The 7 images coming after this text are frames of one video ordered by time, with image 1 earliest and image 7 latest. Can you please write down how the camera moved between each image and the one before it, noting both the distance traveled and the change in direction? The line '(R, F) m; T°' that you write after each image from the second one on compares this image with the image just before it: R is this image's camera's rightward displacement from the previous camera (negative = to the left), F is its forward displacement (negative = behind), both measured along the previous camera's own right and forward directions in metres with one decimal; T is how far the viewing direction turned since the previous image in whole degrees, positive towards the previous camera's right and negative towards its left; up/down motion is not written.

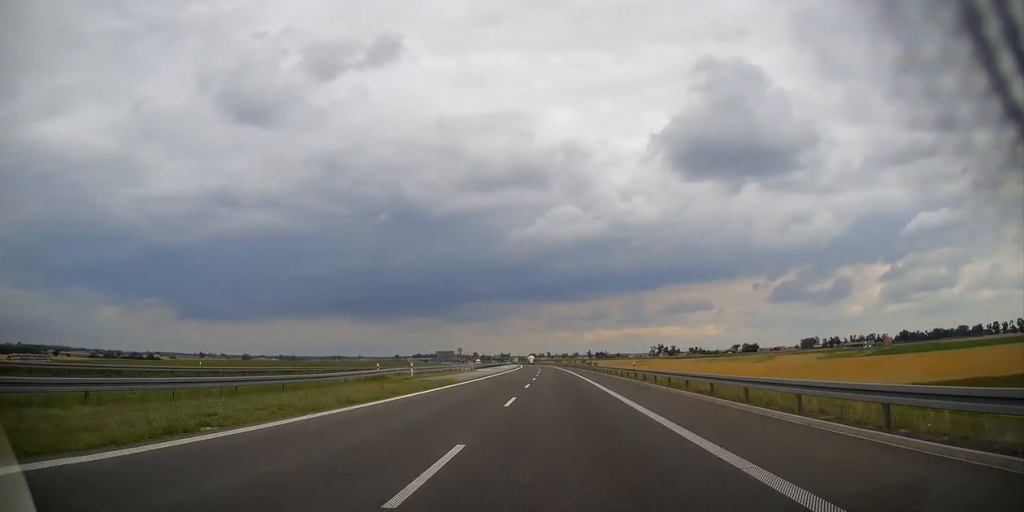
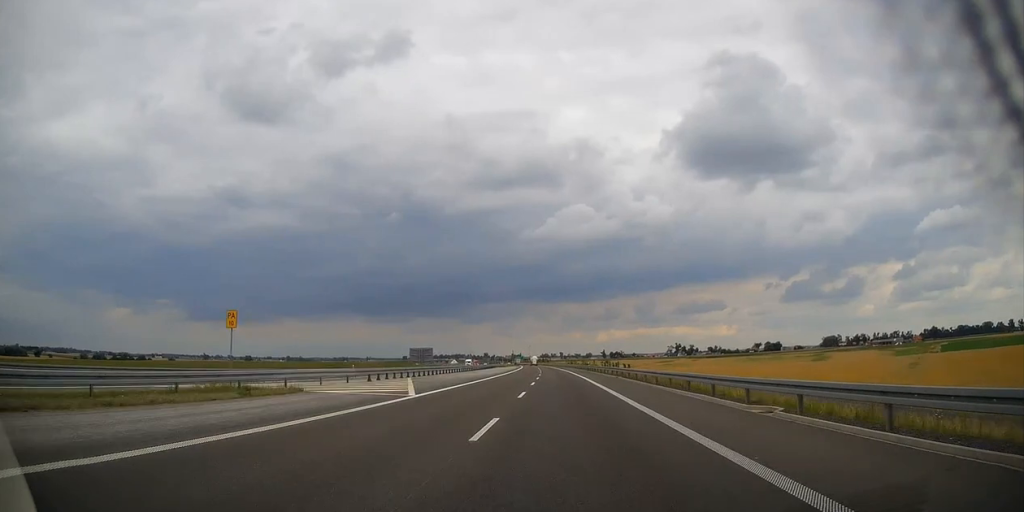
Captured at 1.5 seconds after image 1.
(-0.3, +55.9) m; -1°
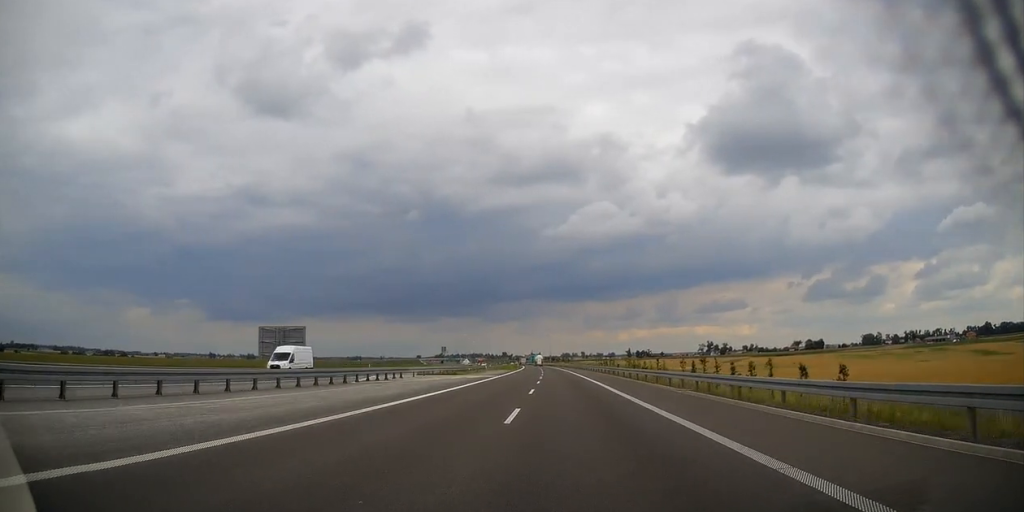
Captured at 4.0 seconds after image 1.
(-1.8, +93.7) m; -2°
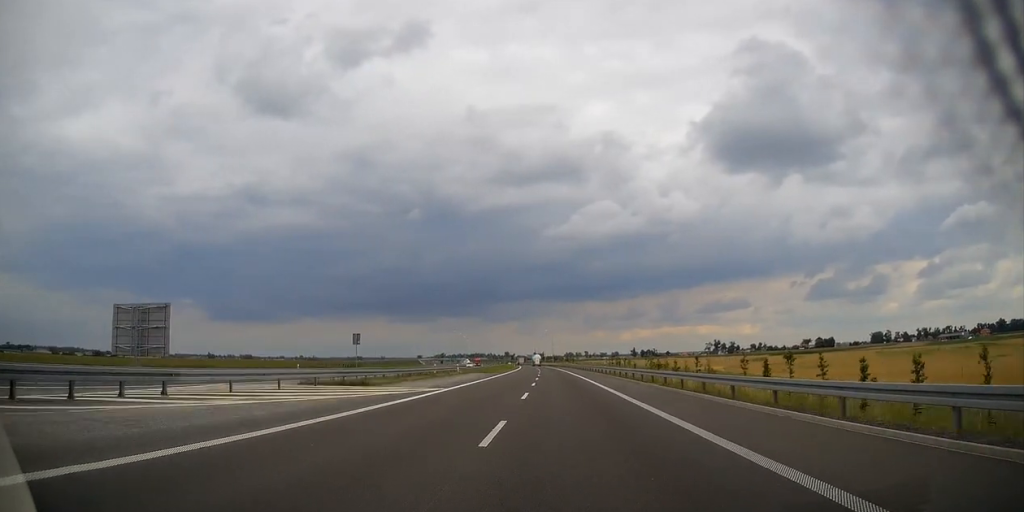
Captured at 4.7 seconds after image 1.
(-0.2, +27.6) m; -1°
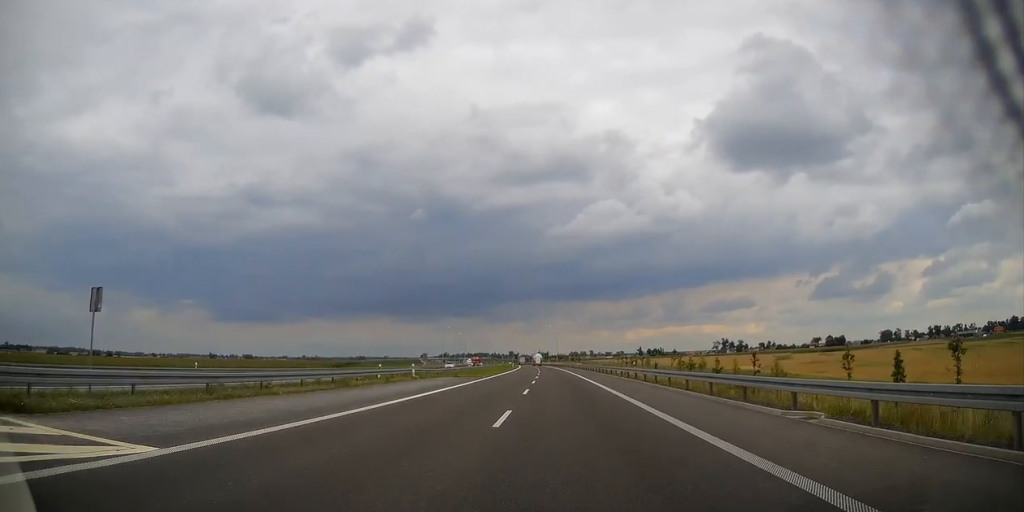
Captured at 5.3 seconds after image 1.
(0.0, +21.4) m; 0°
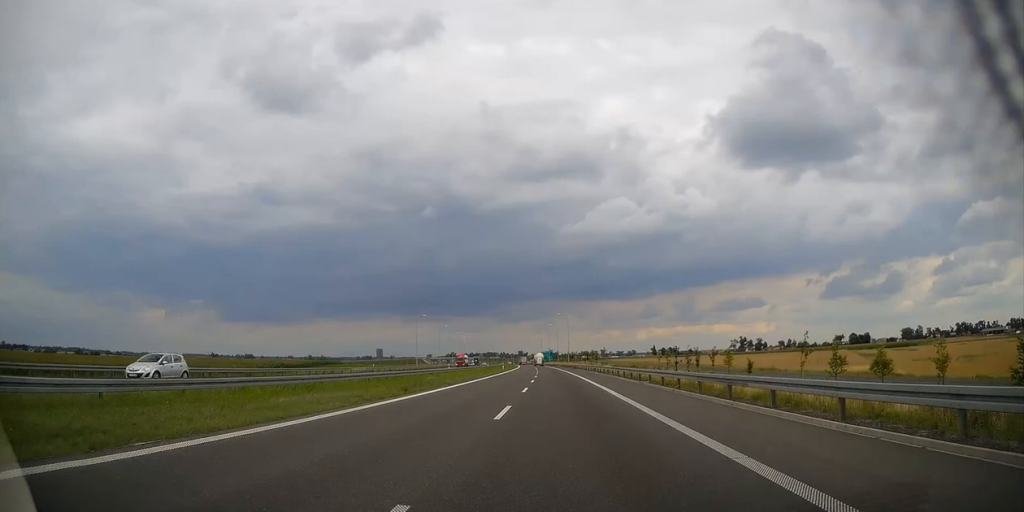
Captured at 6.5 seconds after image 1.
(-0.4, +45.5) m; -1°
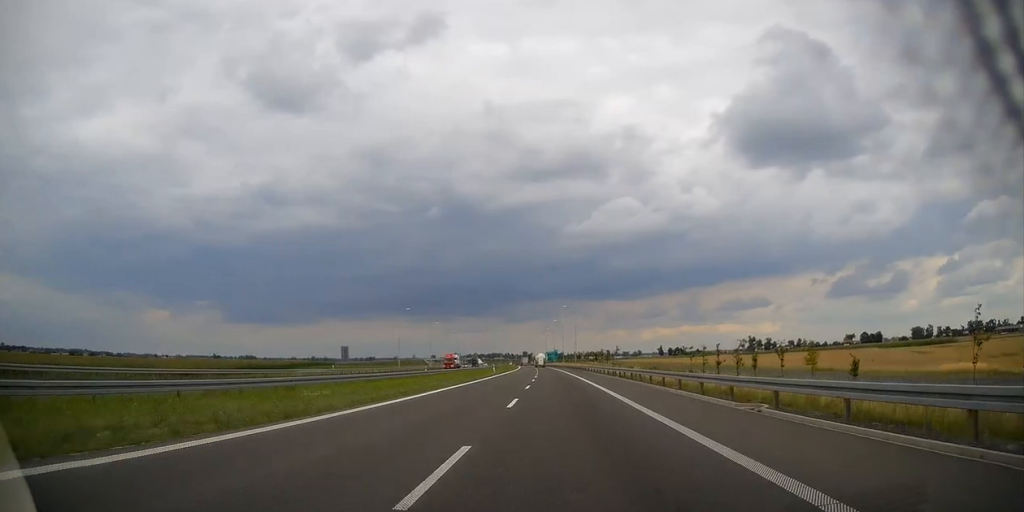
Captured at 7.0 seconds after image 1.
(0.0, +20.3) m; 0°
